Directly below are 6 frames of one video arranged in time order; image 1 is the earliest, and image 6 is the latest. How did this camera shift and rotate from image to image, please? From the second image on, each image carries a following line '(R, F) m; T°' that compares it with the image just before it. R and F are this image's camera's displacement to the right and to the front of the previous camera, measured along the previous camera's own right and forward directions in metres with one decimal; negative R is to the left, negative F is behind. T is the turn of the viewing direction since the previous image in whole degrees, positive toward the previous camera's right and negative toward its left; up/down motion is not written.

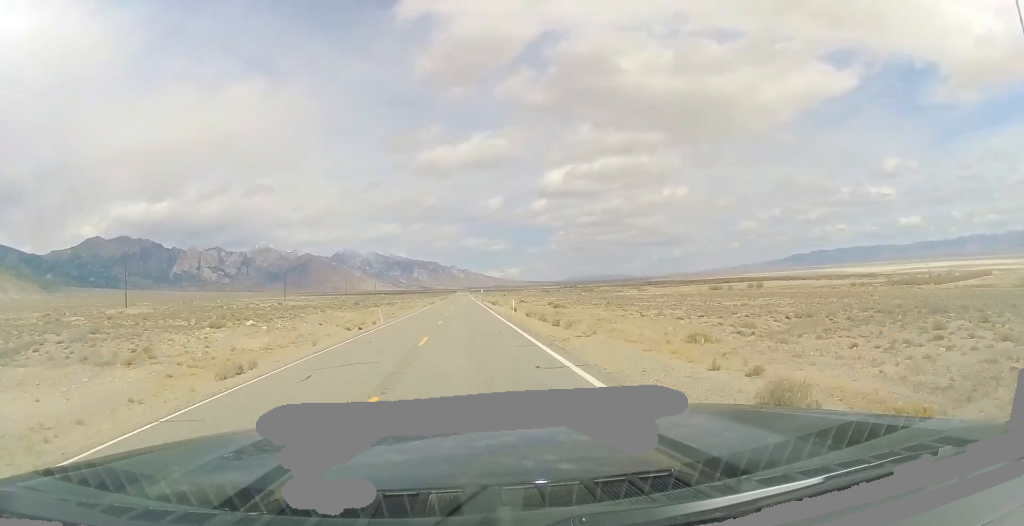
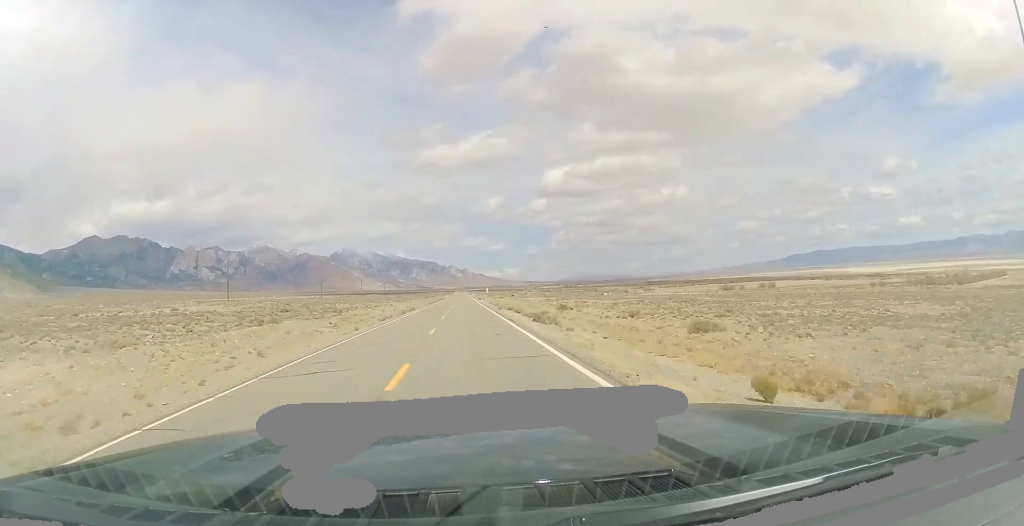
(0.0, +44.7) m; 0°
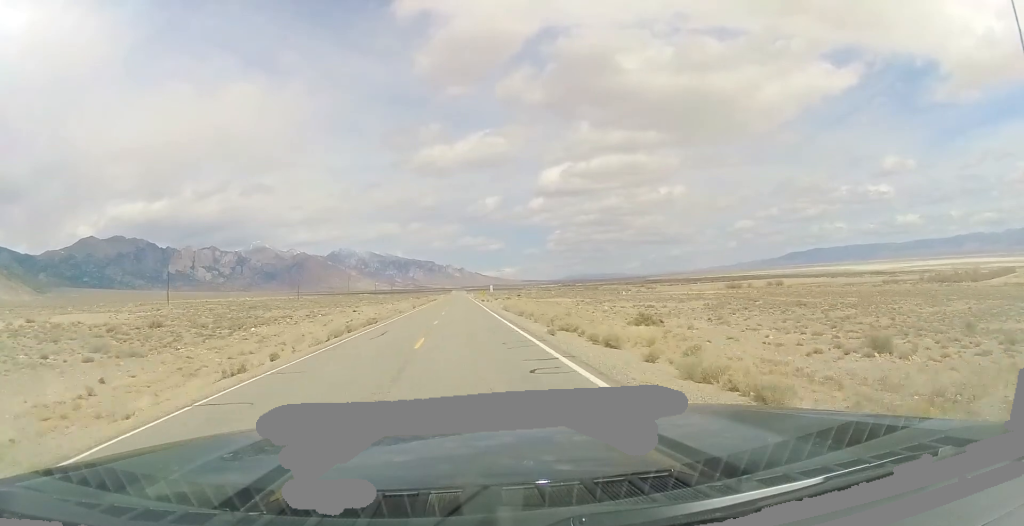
(+0.1, +29.5) m; 0°
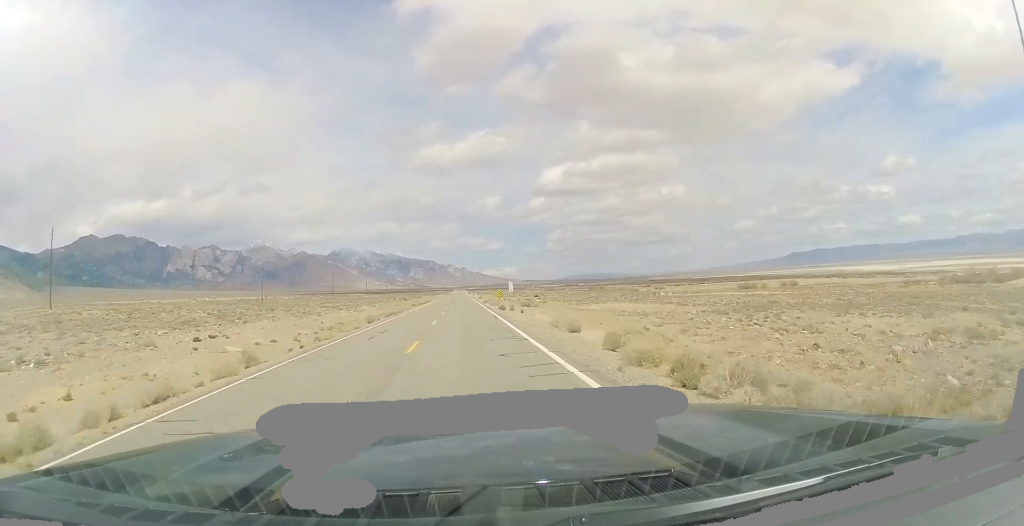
(+0.1, +37.9) m; 0°
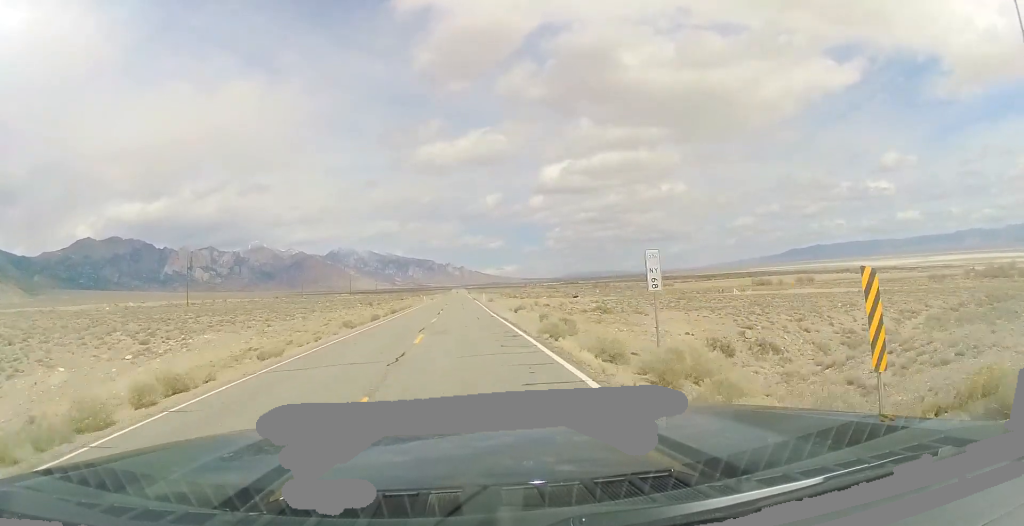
(0.0, +46.4) m; 0°
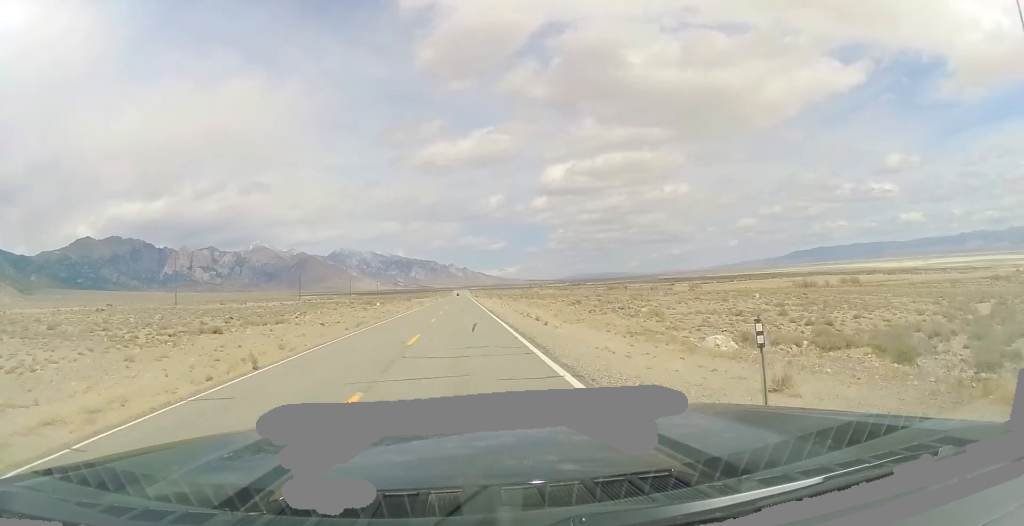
(-0.2, +96.8) m; 0°
